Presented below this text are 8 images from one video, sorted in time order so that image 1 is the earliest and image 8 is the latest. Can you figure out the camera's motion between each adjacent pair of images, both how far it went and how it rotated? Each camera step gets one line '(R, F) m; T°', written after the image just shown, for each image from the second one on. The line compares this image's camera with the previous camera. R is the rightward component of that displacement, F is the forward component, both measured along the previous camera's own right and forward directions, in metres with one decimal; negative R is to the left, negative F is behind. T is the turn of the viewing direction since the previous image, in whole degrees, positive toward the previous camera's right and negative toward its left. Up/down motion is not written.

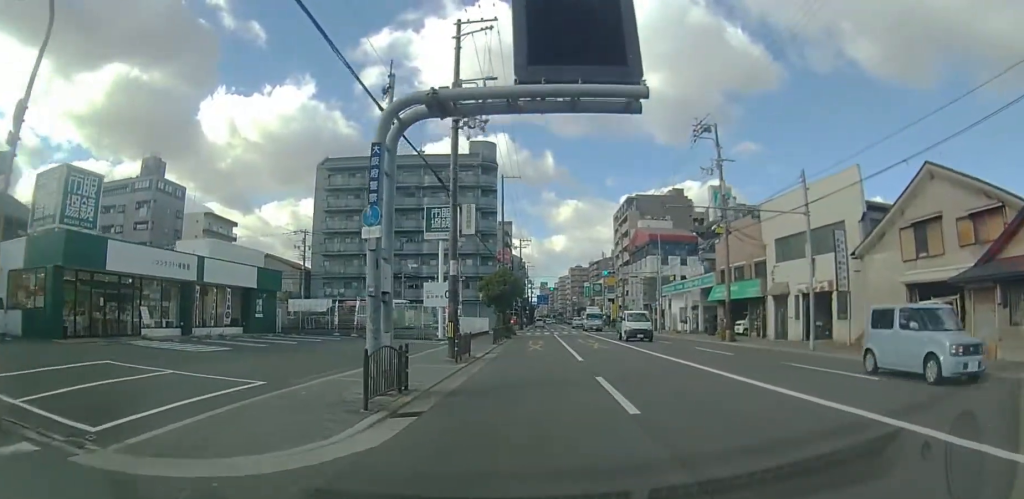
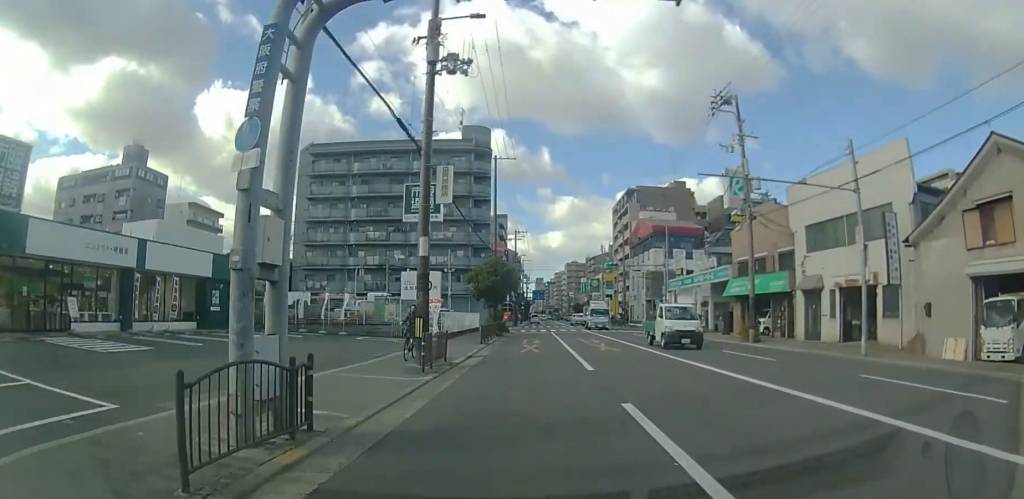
(+0.1, +3.7) m; 0°
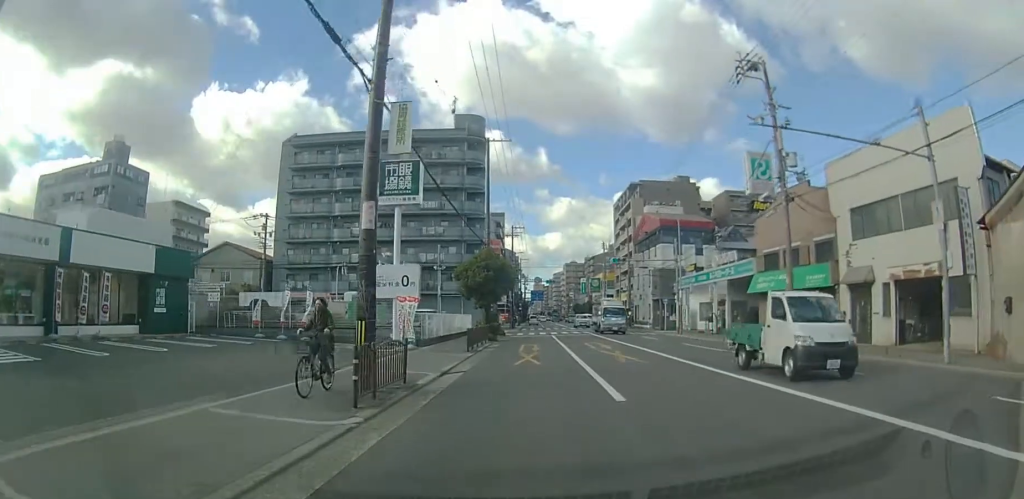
(0.0, +4.2) m; +1°
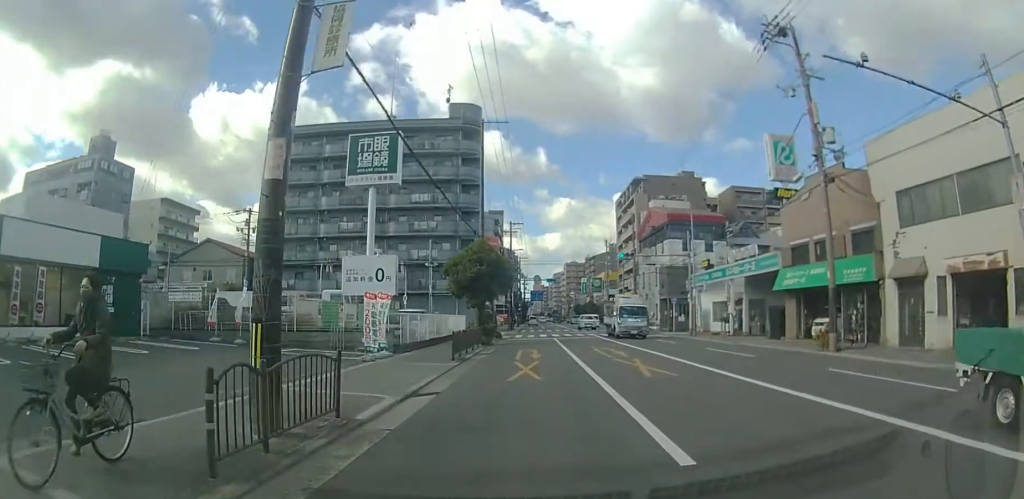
(-0.1, +3.4) m; +1°
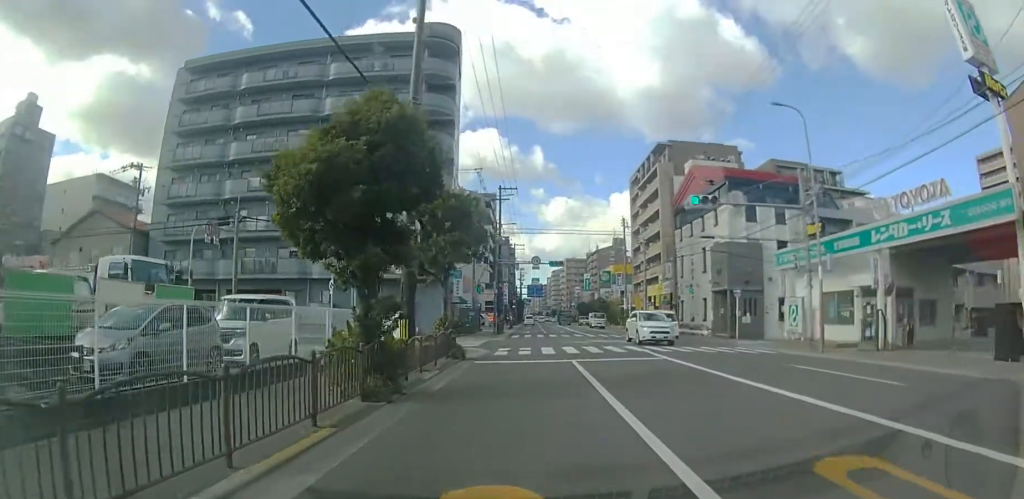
(-0.1, +17.0) m; -3°
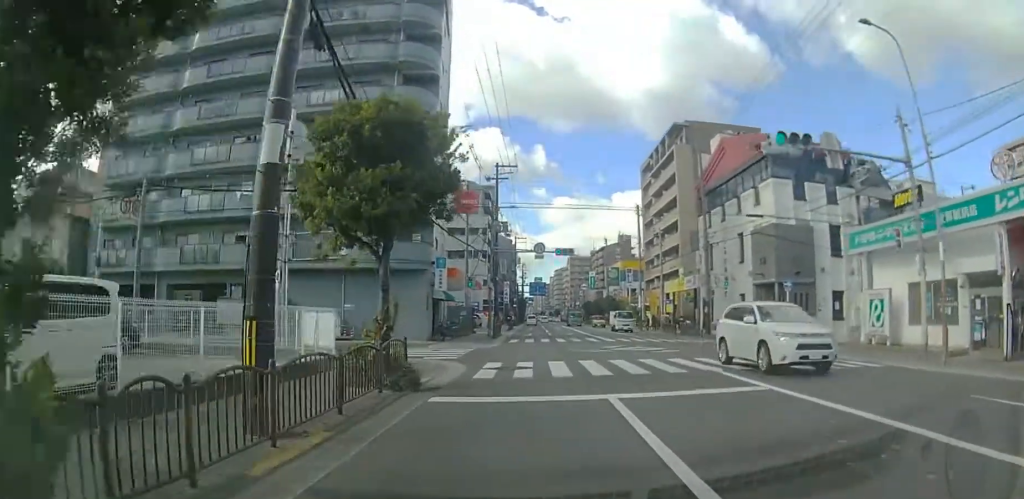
(-0.1, +7.2) m; +1°
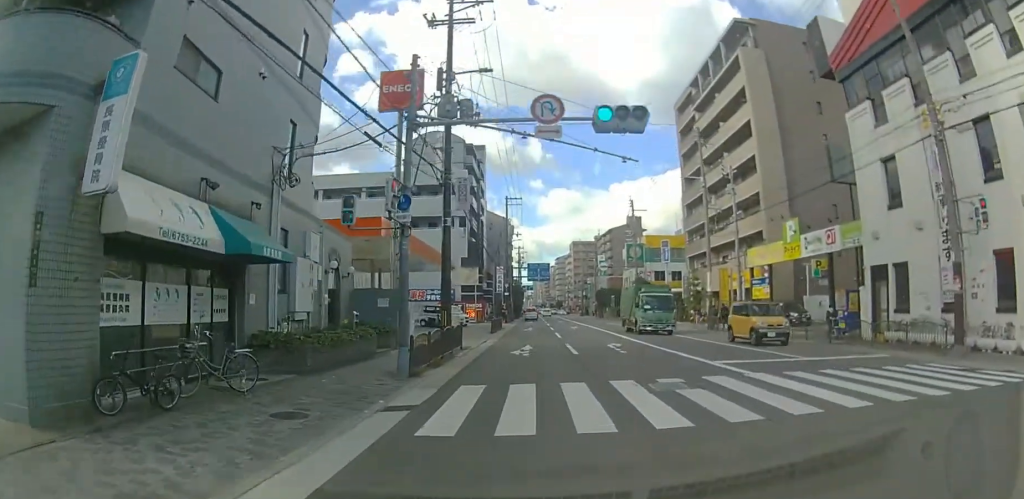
(+0.8, +22.4) m; +1°
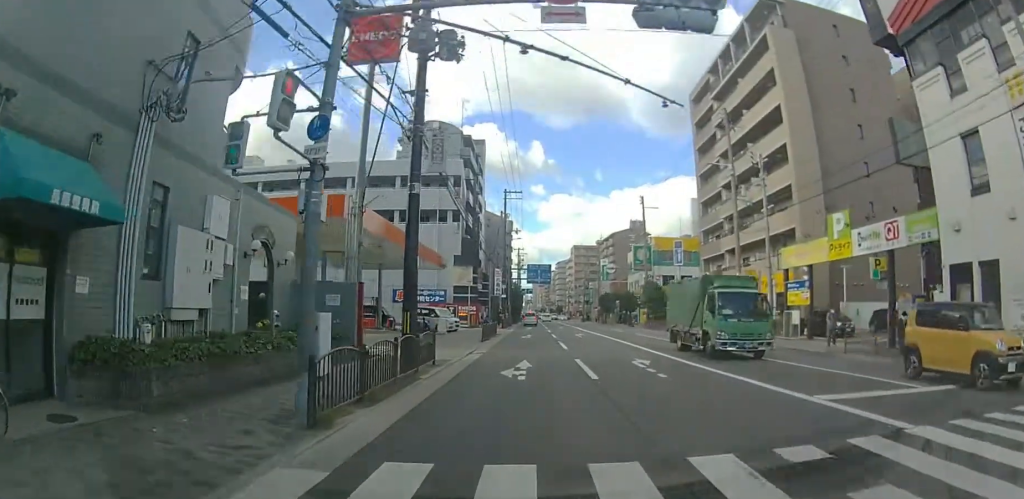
(-0.1, +5.5) m; 0°
